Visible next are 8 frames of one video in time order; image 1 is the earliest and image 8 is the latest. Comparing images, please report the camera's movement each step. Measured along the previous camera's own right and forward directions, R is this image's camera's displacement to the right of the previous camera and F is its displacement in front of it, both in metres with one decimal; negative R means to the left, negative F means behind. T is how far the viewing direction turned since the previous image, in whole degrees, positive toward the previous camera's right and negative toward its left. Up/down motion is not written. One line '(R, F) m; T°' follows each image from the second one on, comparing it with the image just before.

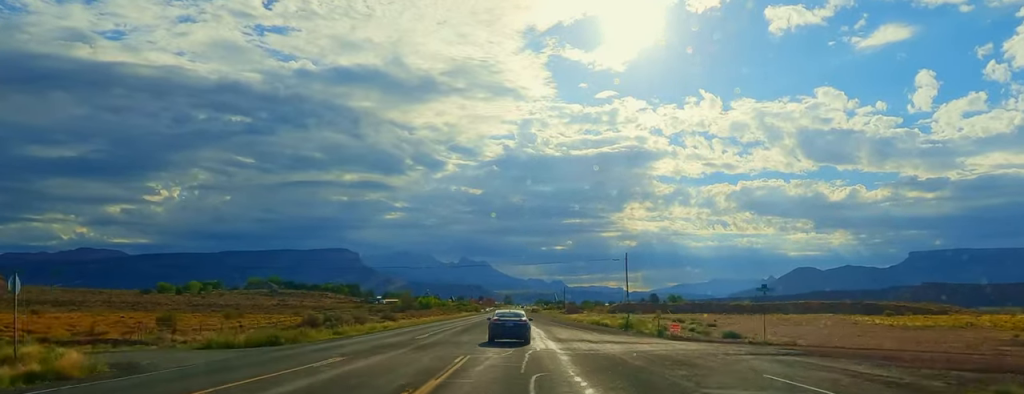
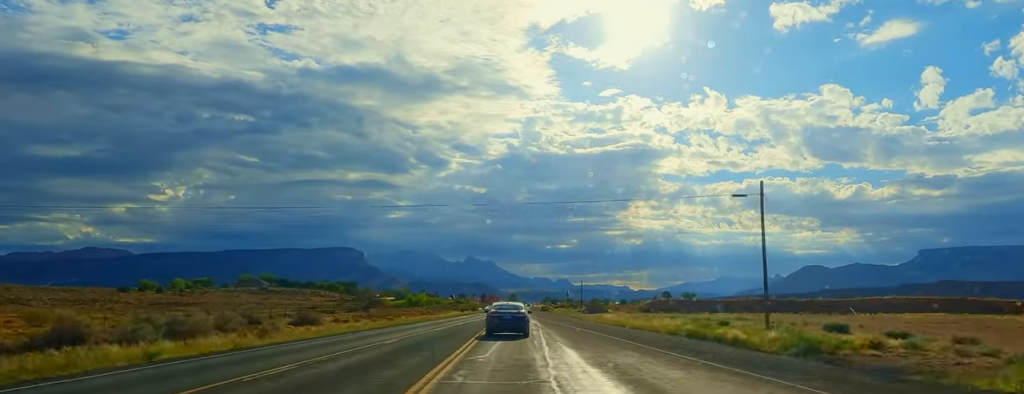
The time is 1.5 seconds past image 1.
(-0.7, +36.6) m; -1°
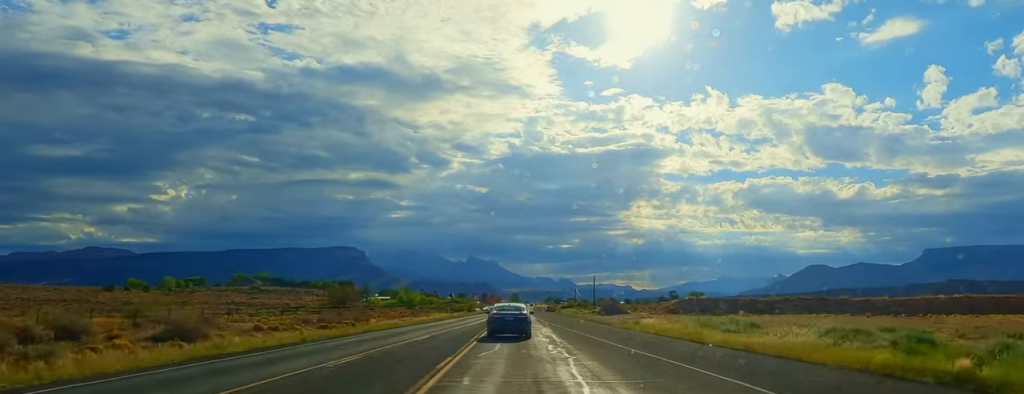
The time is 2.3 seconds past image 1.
(-0.7, +20.3) m; 0°
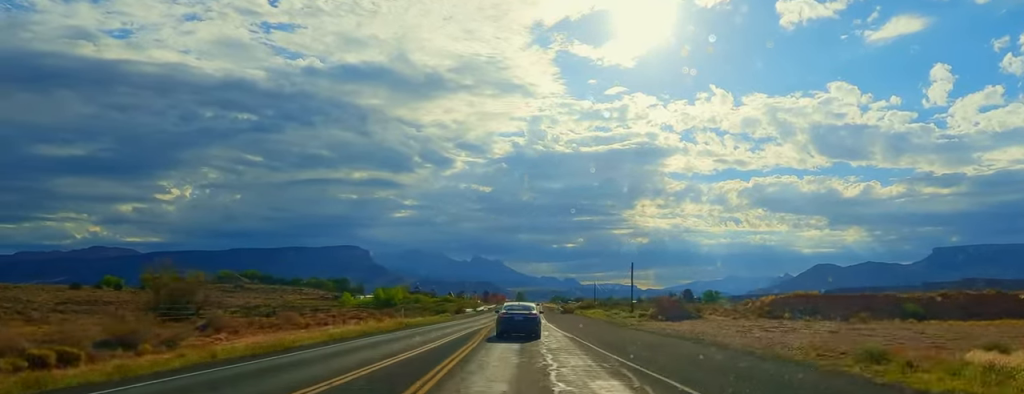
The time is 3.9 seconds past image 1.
(+0.9, +39.0) m; +1°
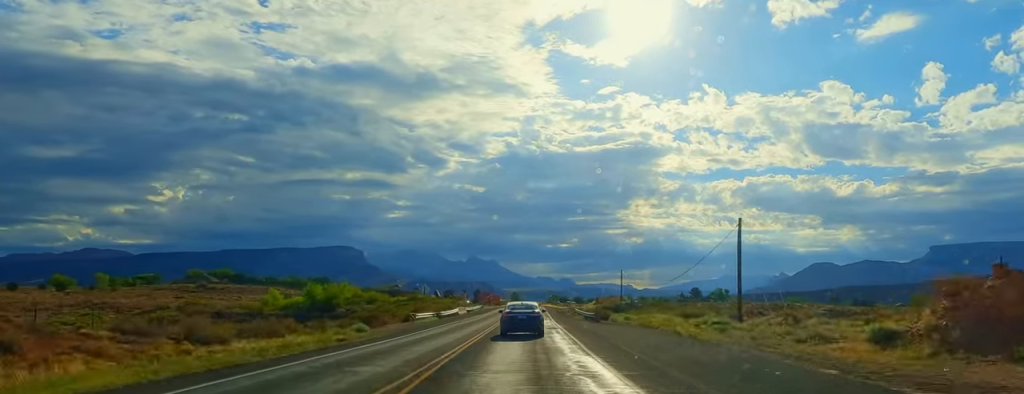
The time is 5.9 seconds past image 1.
(+0.5, +46.9) m; +1°
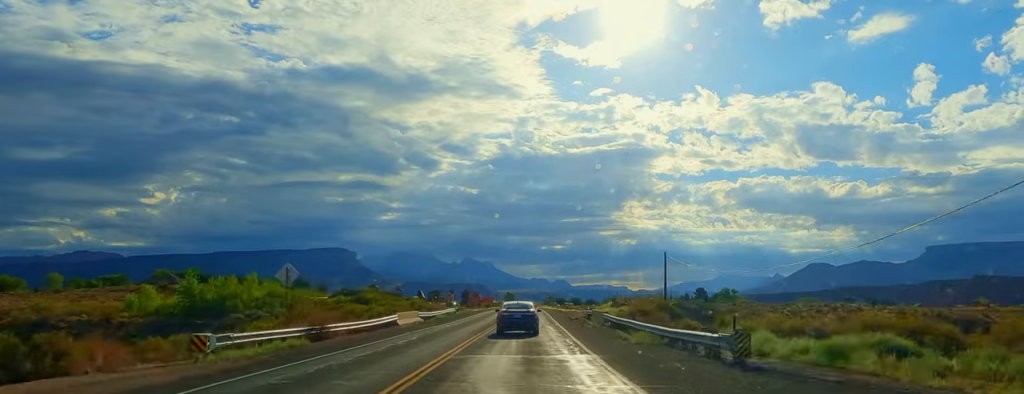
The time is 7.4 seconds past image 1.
(0.0, +38.0) m; 0°
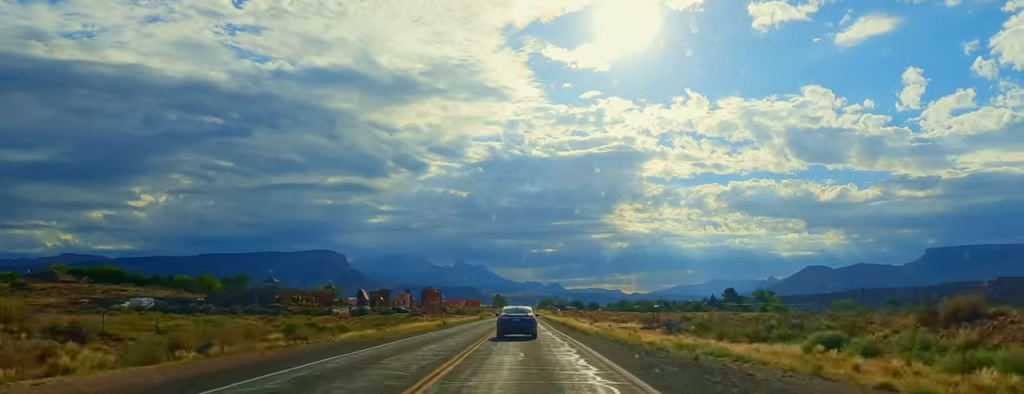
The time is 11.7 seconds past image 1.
(+2.0, +101.7) m; +2°
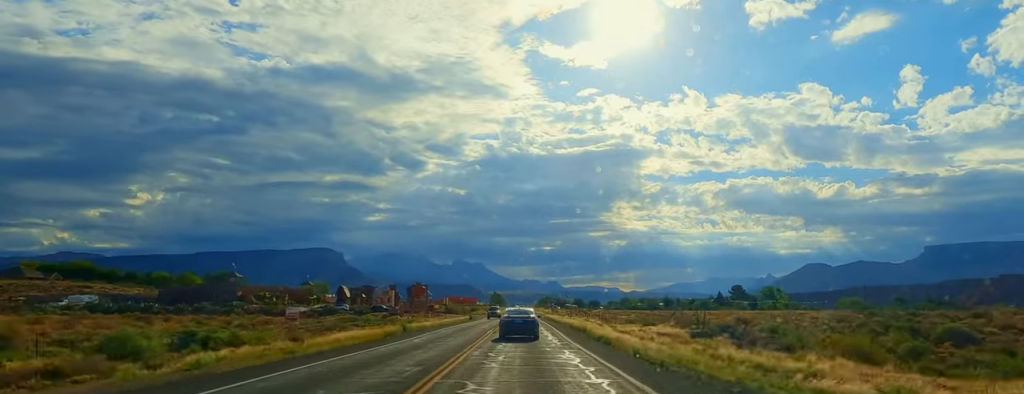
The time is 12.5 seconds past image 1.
(+0.6, +20.7) m; 0°
